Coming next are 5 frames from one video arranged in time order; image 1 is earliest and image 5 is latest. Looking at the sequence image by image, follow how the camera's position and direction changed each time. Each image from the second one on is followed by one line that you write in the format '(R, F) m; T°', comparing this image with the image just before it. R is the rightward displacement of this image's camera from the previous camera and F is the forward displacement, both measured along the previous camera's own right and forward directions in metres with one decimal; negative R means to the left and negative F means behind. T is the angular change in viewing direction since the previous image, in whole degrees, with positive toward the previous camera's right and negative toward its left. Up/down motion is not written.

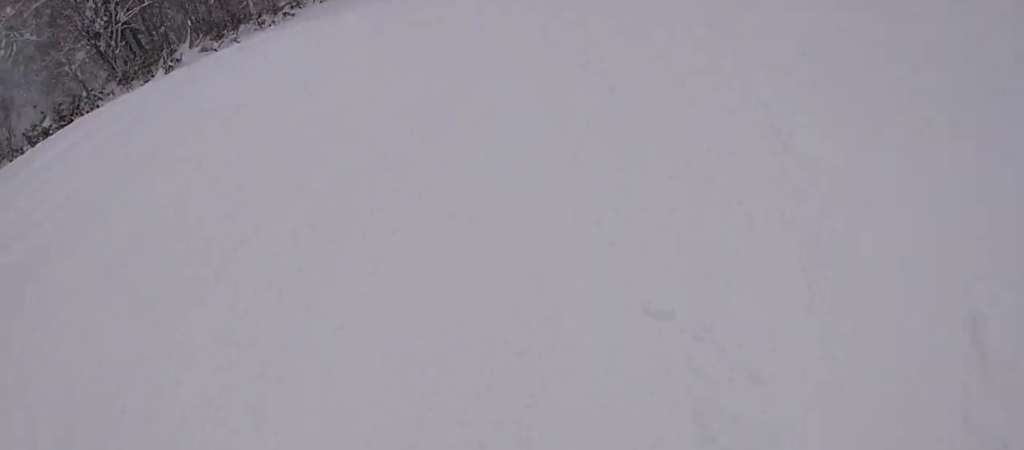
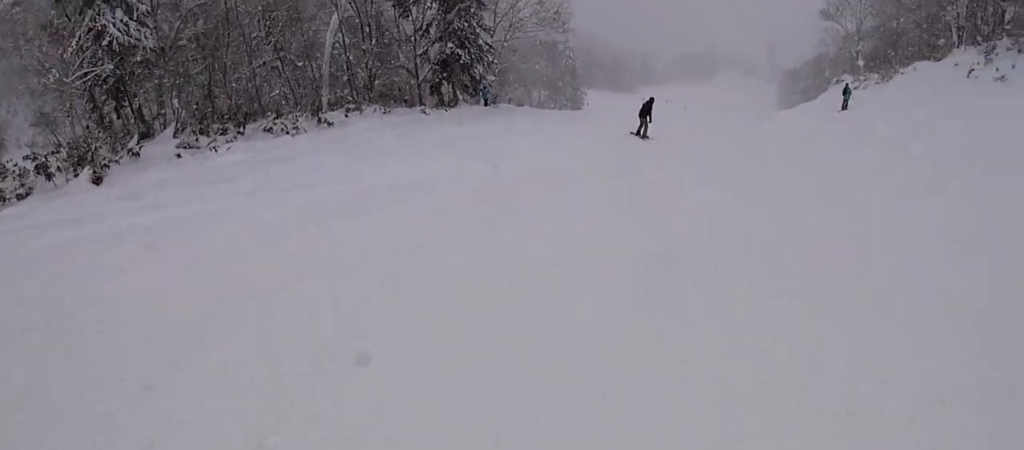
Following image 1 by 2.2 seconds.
(-2.6, +14.5) m; +5°
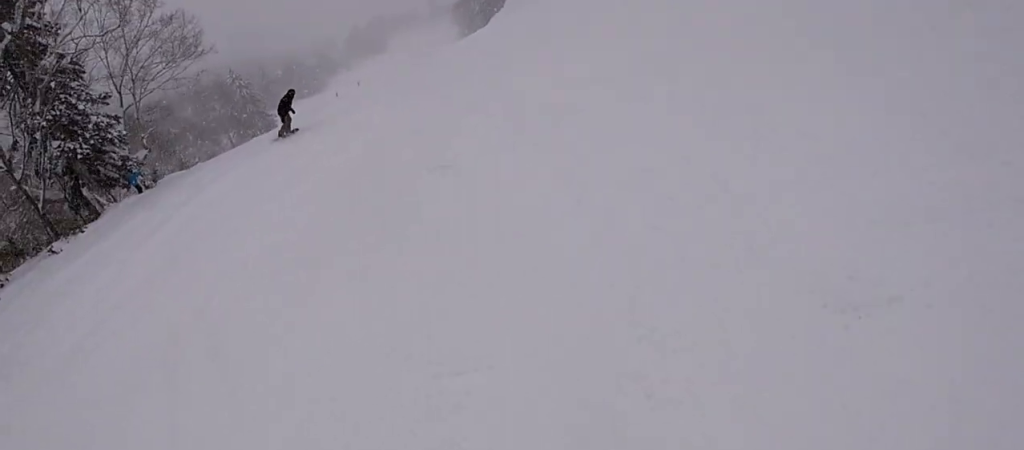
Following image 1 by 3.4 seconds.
(+1.8, +7.4) m; +7°
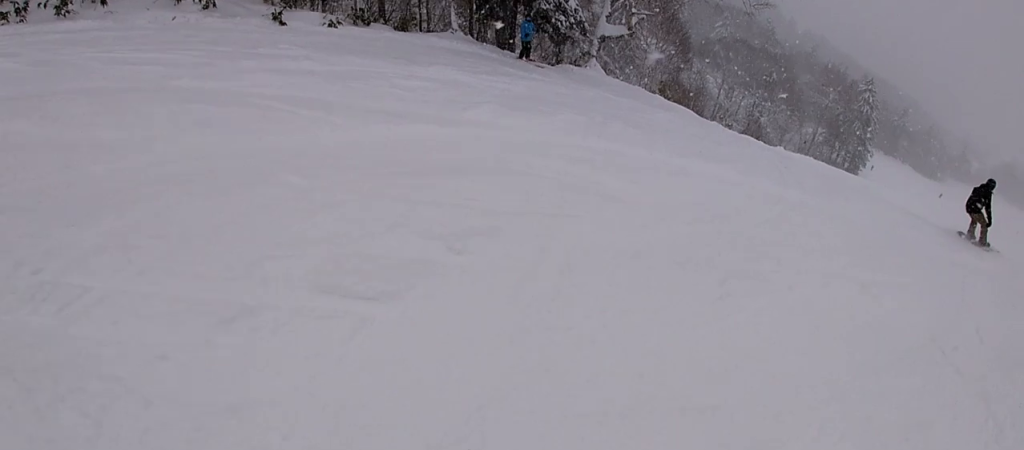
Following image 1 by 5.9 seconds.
(-4.2, +14.2) m; -22°
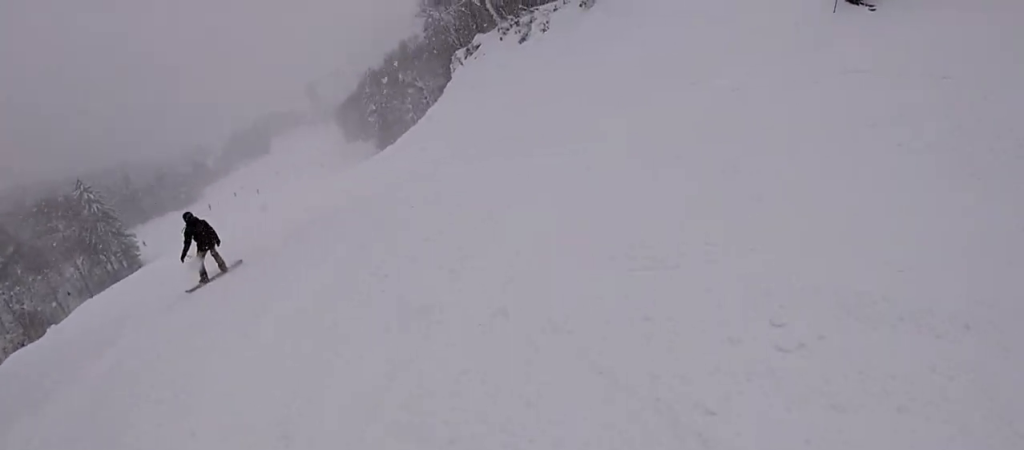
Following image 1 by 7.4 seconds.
(+1.2, +6.2) m; +34°
